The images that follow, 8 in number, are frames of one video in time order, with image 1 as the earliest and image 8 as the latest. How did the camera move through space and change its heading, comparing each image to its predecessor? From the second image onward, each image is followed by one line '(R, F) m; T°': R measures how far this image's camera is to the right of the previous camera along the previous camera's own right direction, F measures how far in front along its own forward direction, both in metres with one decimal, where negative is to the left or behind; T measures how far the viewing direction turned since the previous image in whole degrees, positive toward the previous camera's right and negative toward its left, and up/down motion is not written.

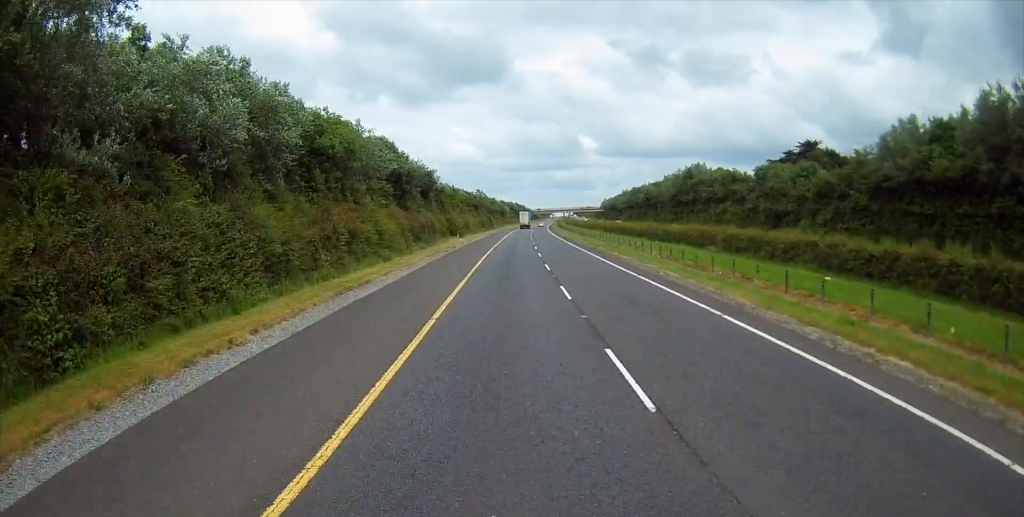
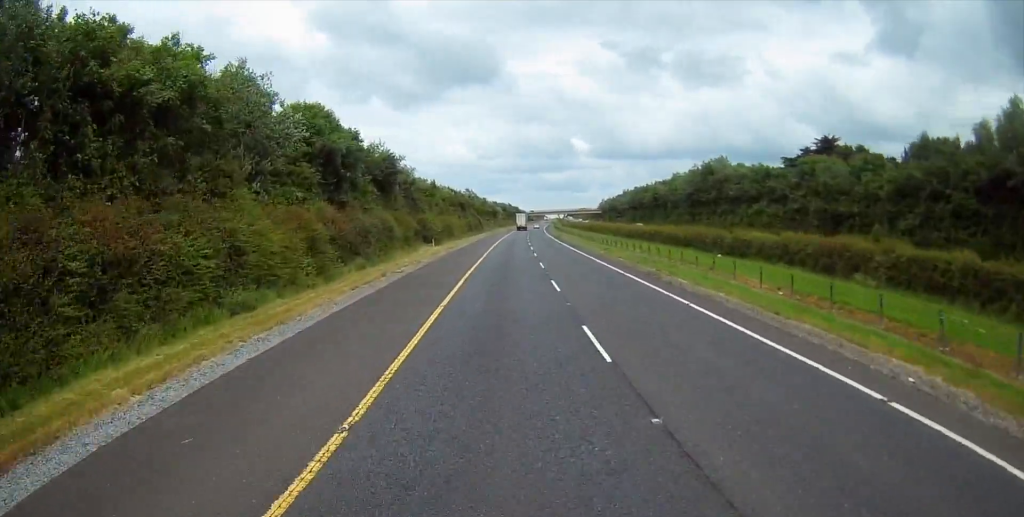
(+0.1, +20.7) m; +1°
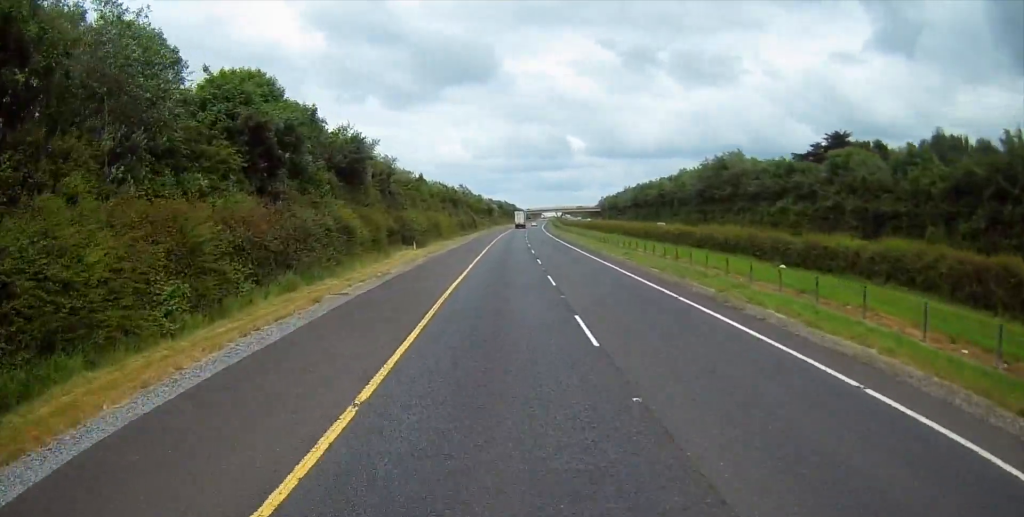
(+0.4, +10.8) m; +1°
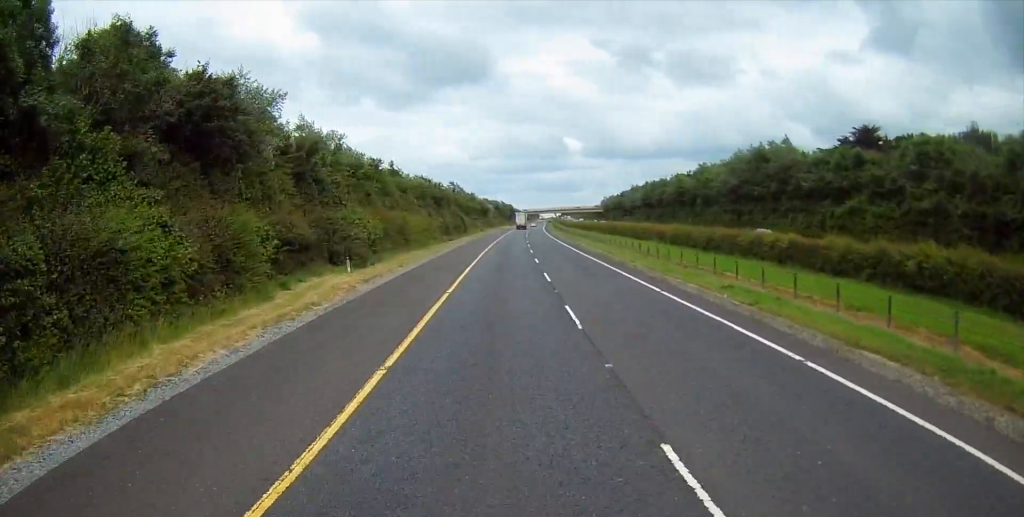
(-0.5, +21.6) m; 0°
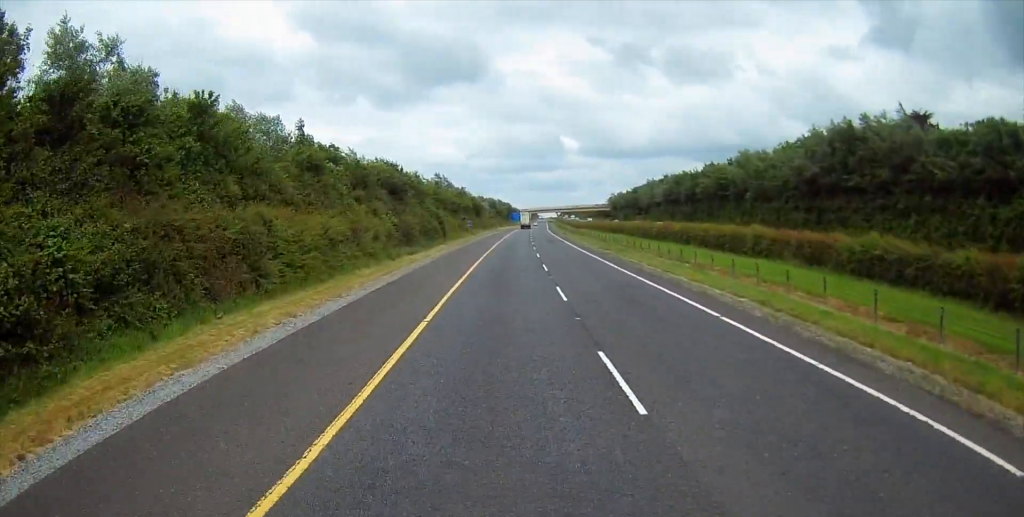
(+0.5, +31.0) m; 0°
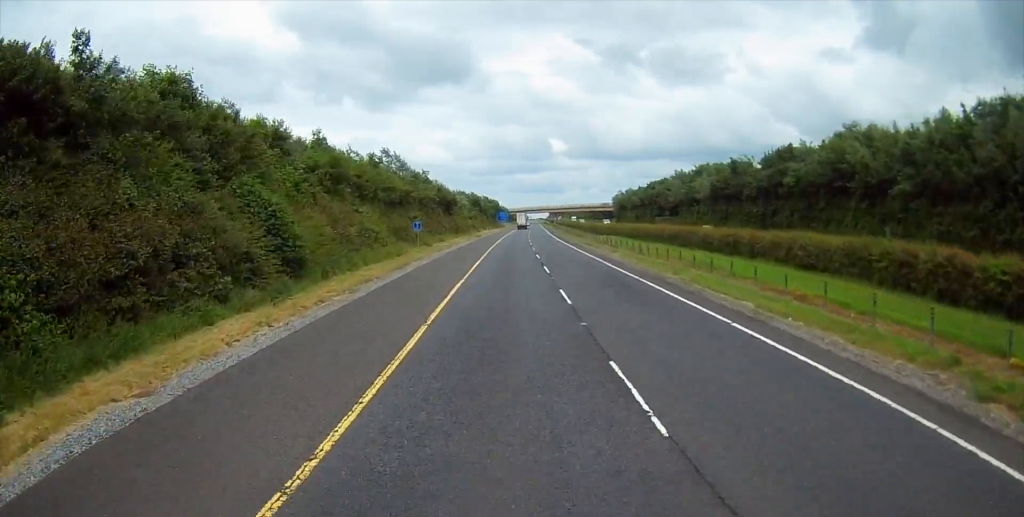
(0.0, +49.2) m; +1°
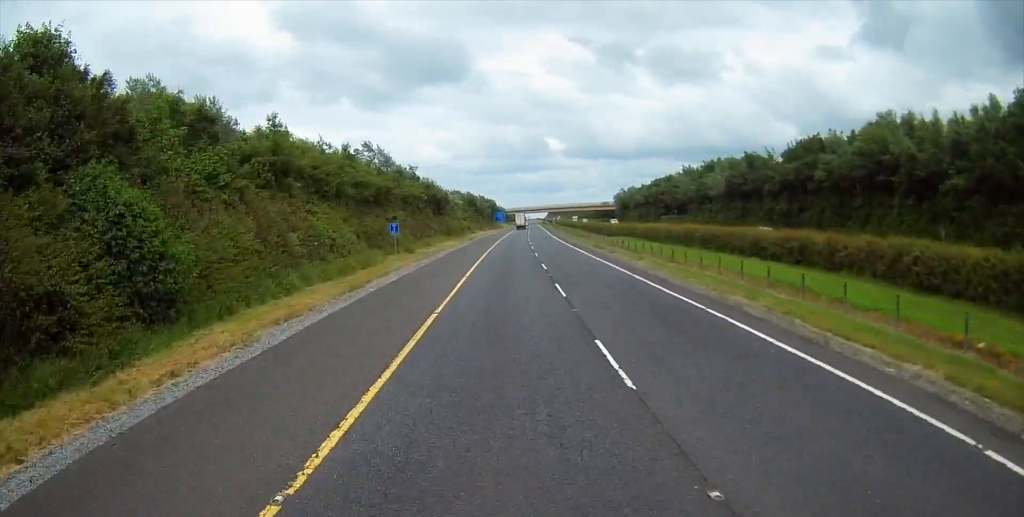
(0.0, +10.0) m; 0°
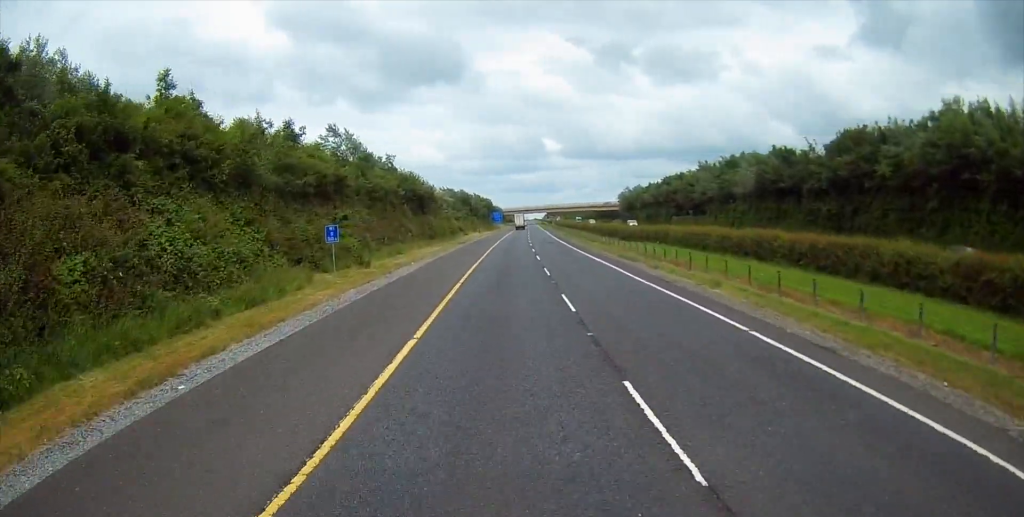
(0.0, +15.5) m; 0°
